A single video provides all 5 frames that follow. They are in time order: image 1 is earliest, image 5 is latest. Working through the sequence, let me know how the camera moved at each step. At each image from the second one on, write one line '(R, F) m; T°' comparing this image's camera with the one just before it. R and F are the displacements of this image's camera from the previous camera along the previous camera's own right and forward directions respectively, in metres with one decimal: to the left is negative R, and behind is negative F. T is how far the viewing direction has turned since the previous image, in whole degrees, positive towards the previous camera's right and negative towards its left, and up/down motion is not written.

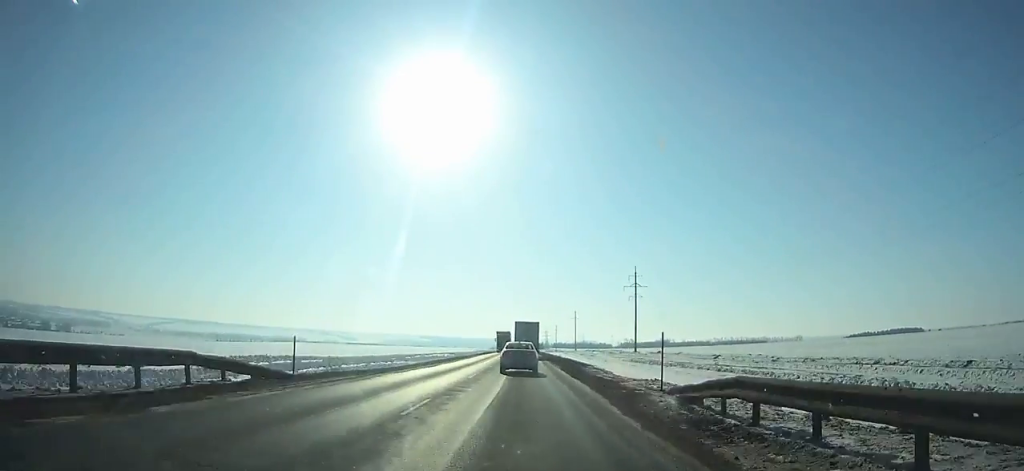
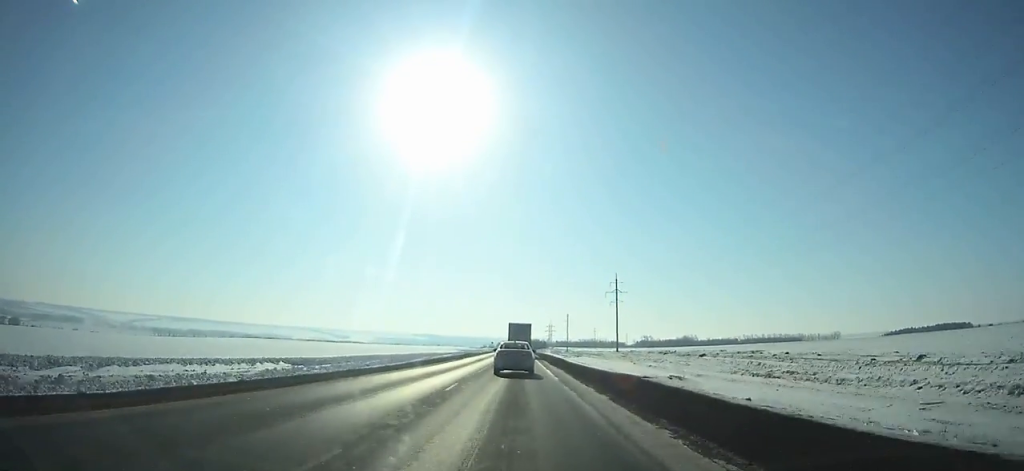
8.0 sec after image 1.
(-0.2, +162.9) m; 0°
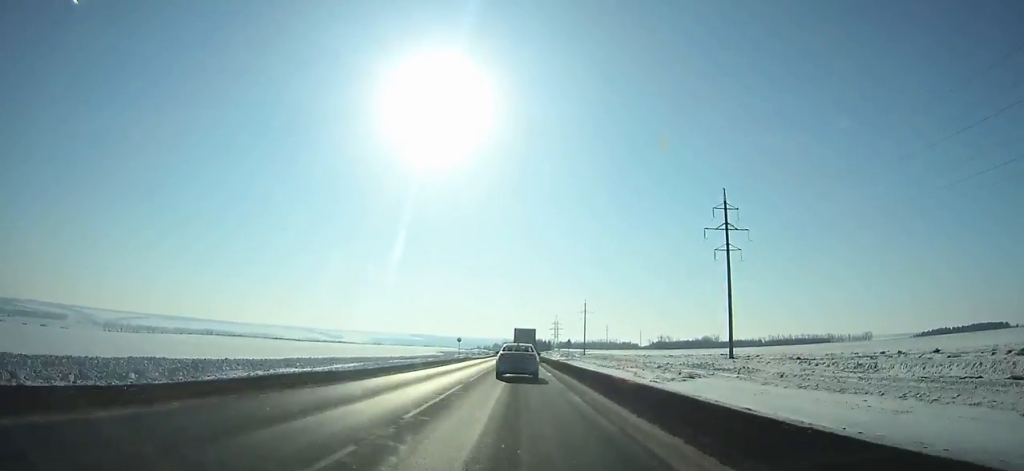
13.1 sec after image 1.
(+0.3, +102.1) m; 0°
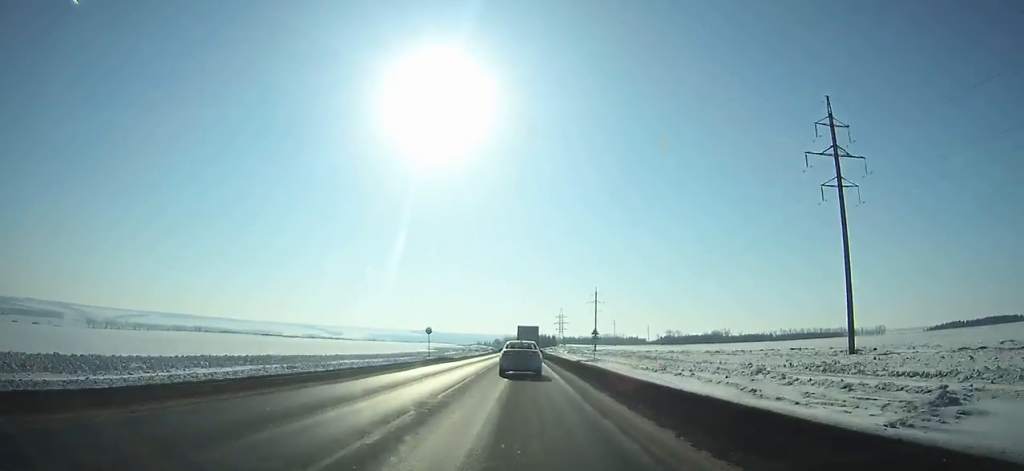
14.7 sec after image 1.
(+0.1, +32.1) m; 0°
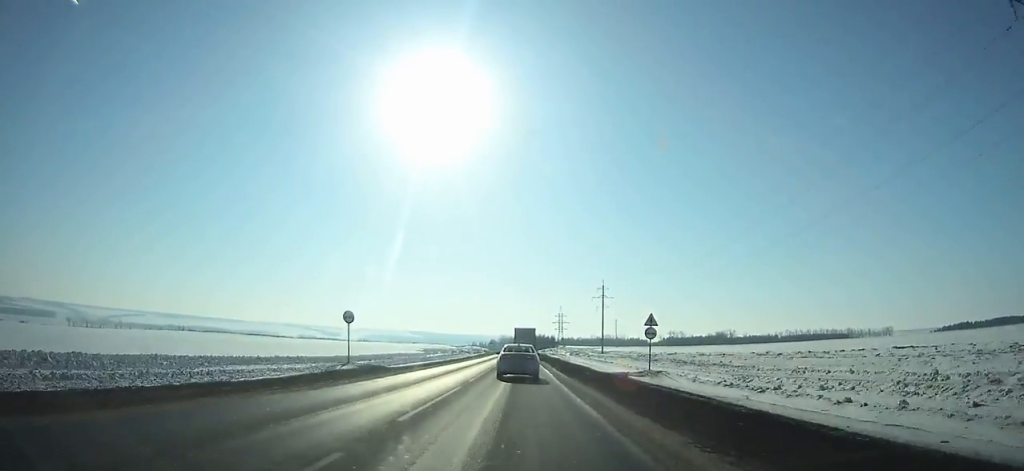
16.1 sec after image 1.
(+0.1, +28.1) m; 0°
